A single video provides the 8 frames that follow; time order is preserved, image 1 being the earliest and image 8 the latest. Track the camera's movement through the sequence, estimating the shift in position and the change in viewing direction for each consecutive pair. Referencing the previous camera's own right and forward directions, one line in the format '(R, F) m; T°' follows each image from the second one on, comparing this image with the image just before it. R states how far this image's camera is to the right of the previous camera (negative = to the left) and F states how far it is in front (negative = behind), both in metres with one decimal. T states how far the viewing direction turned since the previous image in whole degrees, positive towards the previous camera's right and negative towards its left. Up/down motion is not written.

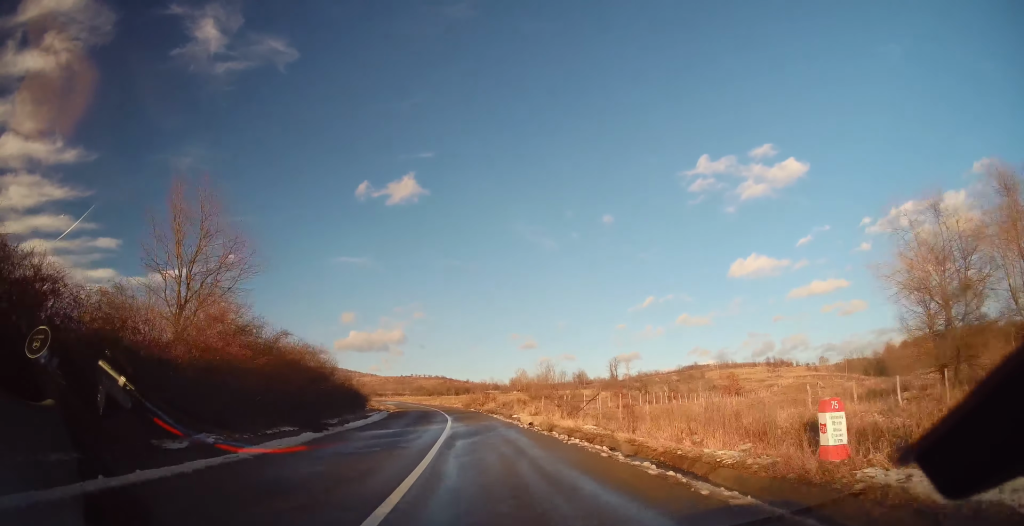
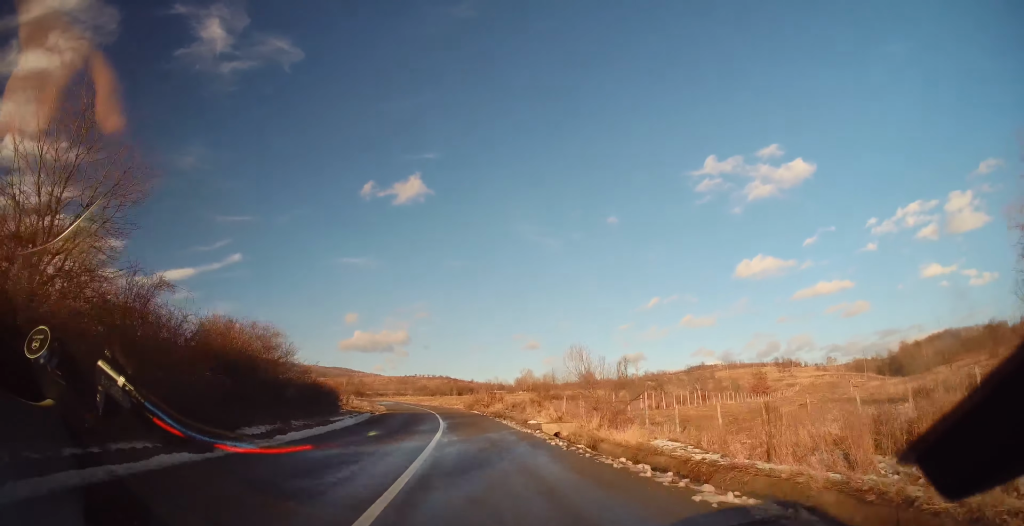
(+0.2, +9.2) m; -1°
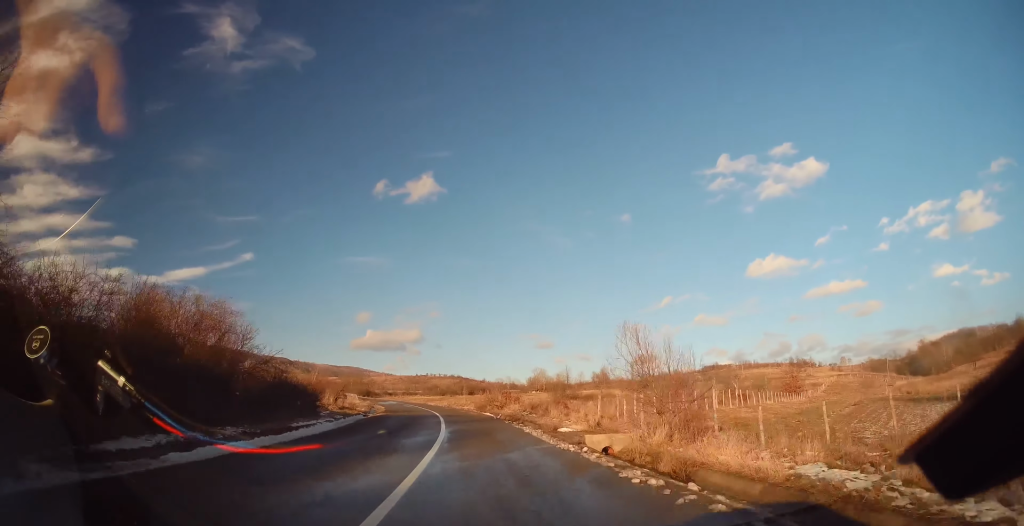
(+0.1, +6.9) m; -1°
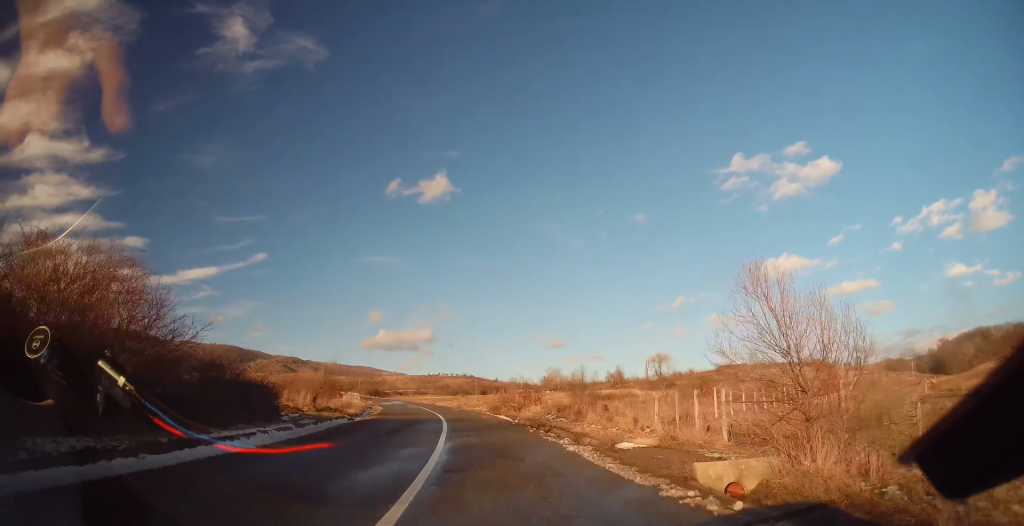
(-0.2, +7.5) m; -2°
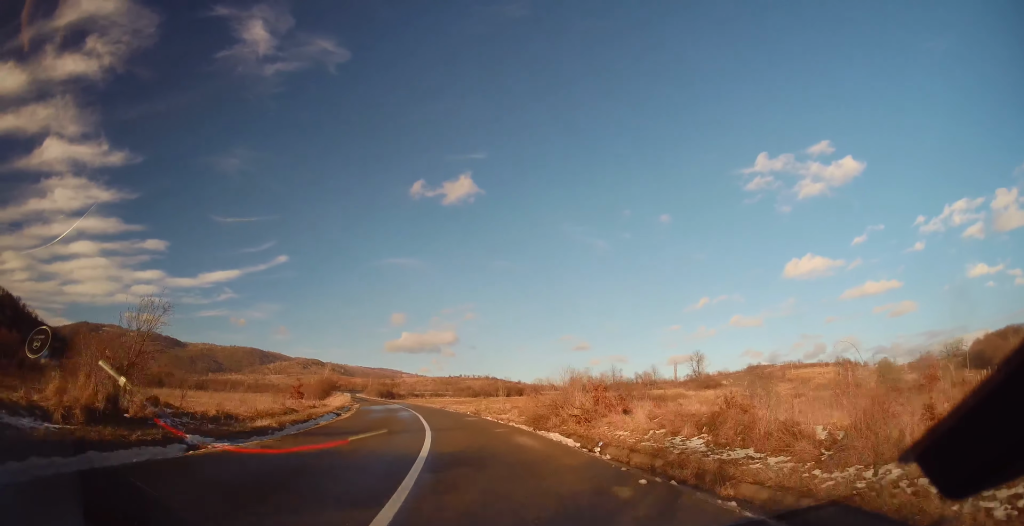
(-0.5, +19.4) m; -3°
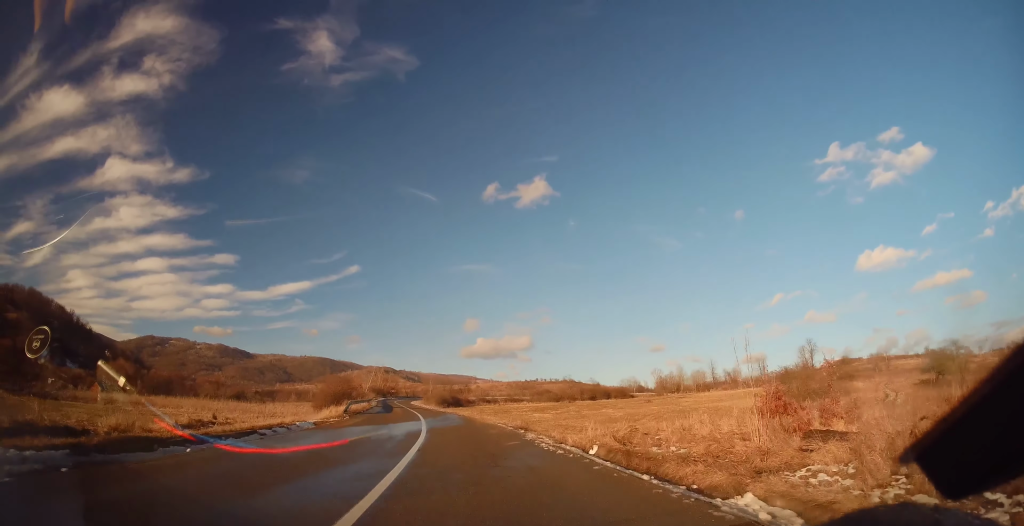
(-2.3, +30.0) m; -9°
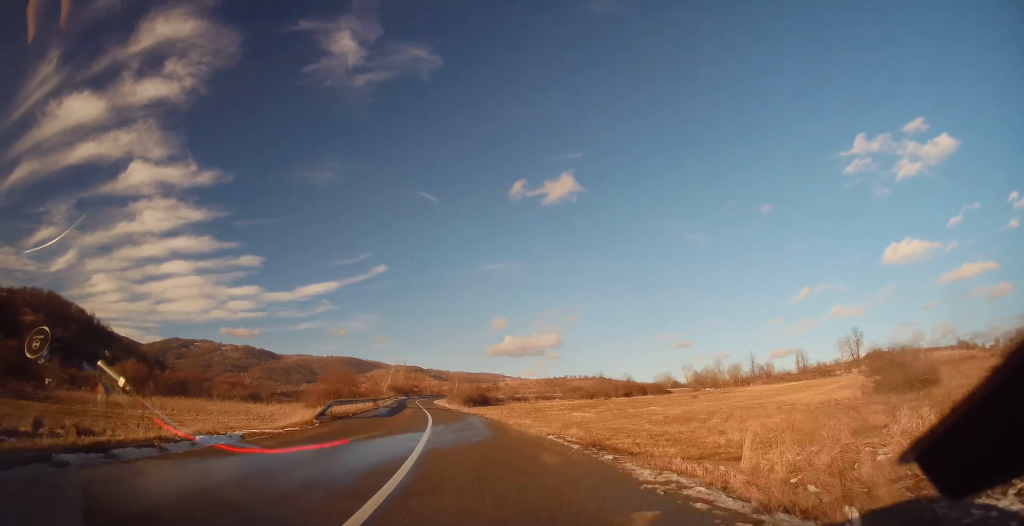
(-0.3, +10.8) m; -2°
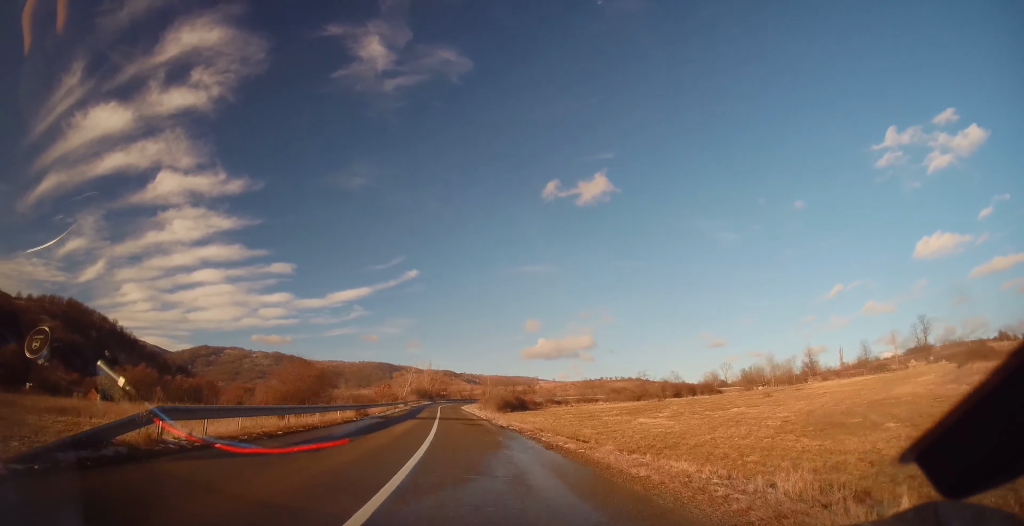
(-0.5, +17.5) m; -3°
